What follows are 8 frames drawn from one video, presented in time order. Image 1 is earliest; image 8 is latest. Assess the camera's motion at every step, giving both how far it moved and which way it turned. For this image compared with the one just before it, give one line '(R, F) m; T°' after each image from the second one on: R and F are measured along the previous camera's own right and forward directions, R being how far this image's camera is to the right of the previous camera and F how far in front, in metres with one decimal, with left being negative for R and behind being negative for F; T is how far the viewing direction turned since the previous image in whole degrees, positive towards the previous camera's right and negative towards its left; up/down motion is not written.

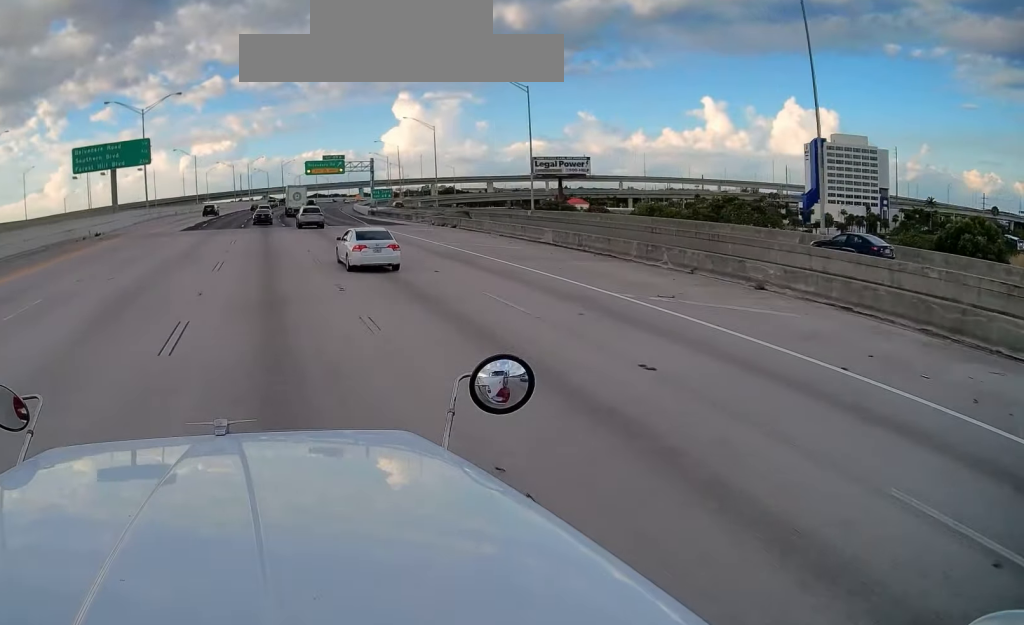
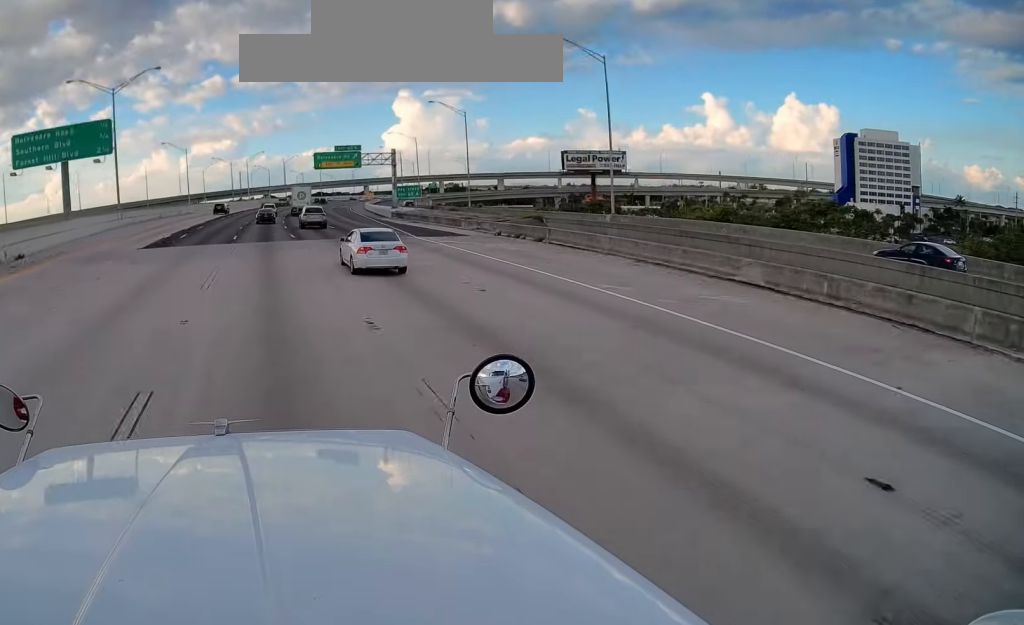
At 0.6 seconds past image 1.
(+0.1, +18.1) m; 0°
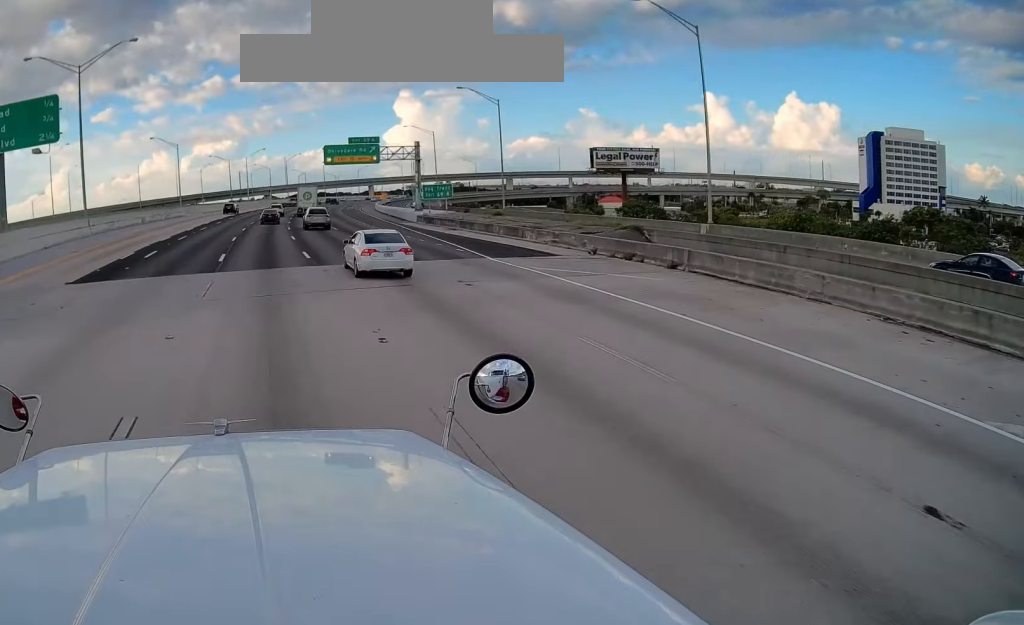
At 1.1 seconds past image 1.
(+0.1, +13.3) m; 0°
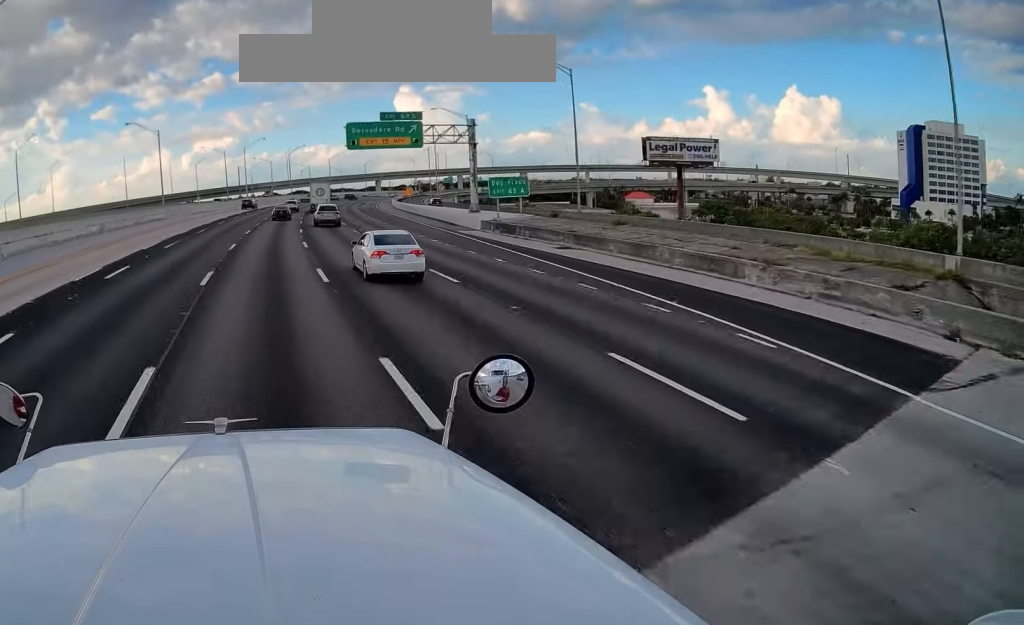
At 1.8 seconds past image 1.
(-0.1, +18.8) m; 0°
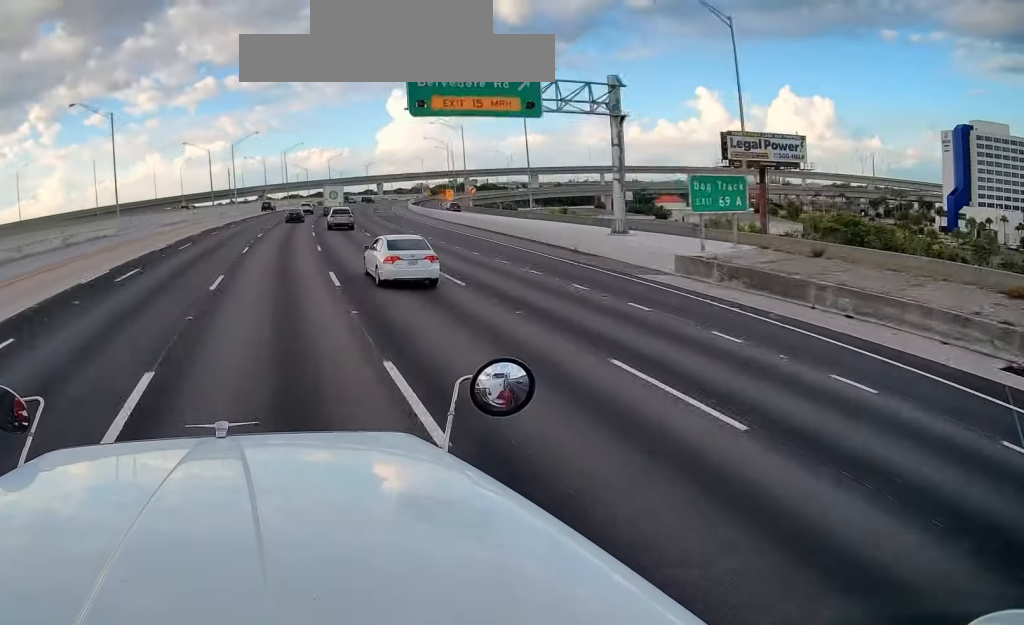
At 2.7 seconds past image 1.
(-0.2, +25.4) m; 0°
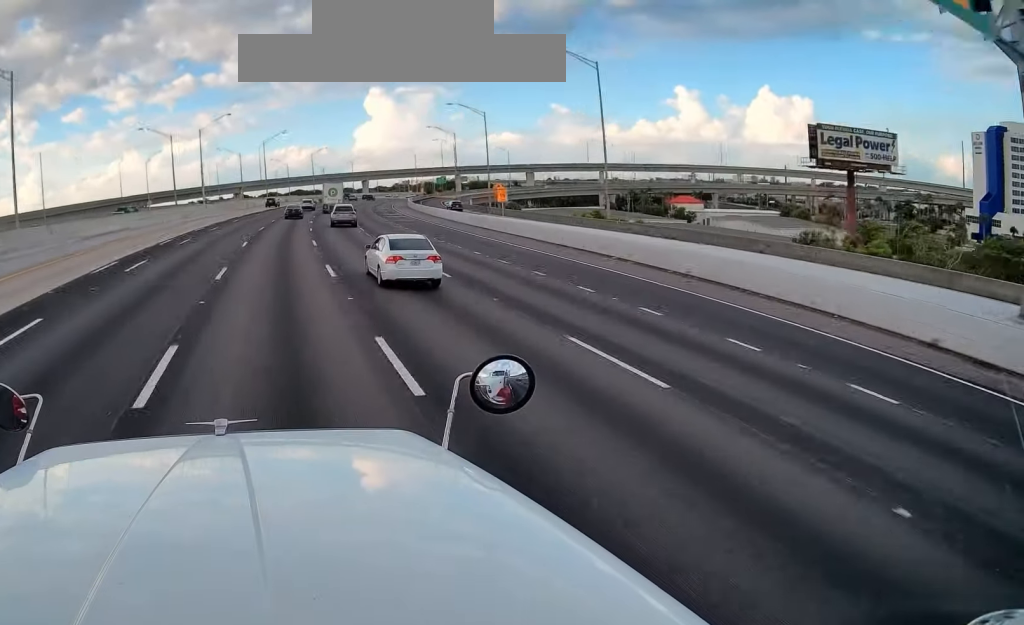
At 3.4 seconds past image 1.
(0.0, +21.6) m; +1°
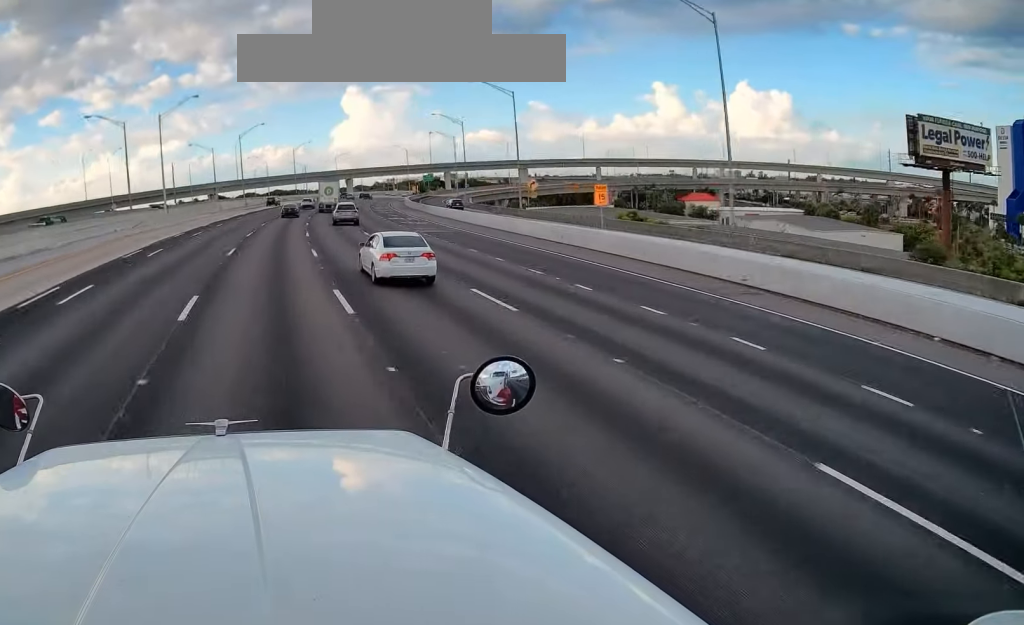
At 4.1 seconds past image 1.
(+0.1, +18.7) m; +2°
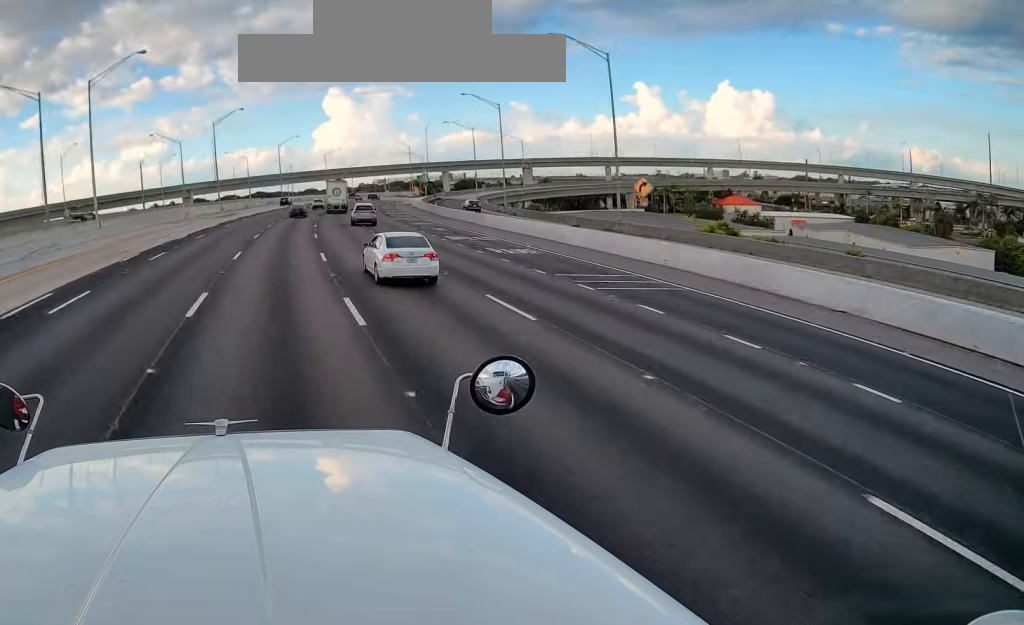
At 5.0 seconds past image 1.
(+0.7, +26.2) m; +2°
